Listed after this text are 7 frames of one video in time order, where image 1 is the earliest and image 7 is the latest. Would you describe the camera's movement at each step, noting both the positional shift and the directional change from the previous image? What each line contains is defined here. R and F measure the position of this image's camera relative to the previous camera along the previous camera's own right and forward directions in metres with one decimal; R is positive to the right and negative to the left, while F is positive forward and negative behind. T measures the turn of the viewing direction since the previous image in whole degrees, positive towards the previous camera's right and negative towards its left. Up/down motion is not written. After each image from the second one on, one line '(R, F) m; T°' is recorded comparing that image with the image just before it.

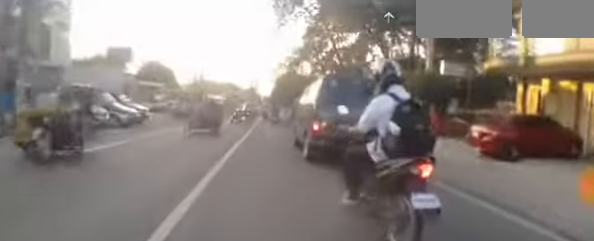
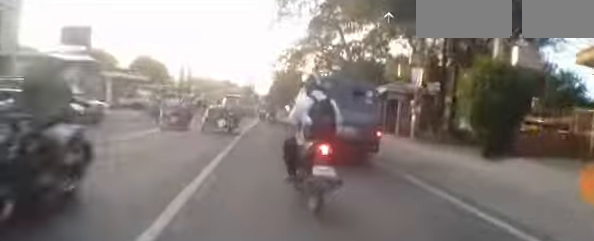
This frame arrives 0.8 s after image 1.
(-0.1, +5.1) m; +3°
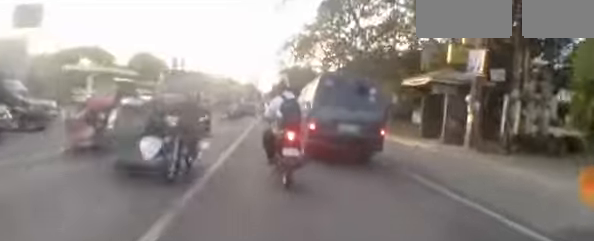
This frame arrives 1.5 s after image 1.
(+0.3, +4.5) m; +3°
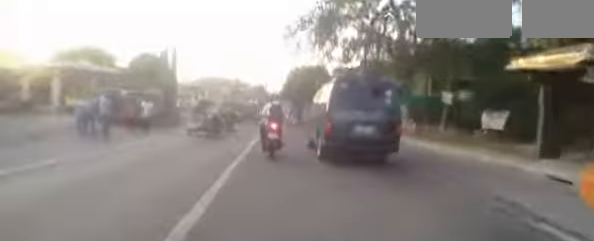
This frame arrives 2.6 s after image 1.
(+0.1, +6.8) m; 0°
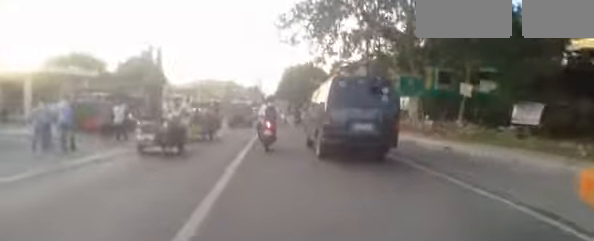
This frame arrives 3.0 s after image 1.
(0.0, +2.7) m; -1°
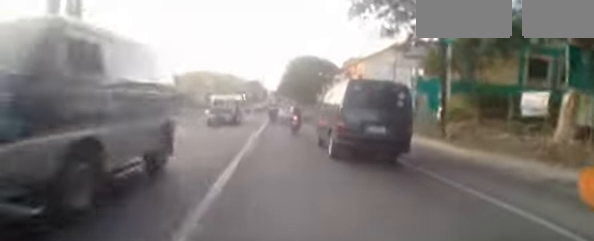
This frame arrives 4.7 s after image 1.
(-0.4, +12.2) m; 0°
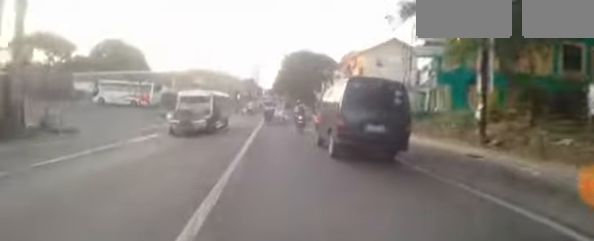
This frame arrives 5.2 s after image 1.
(+0.1, +3.2) m; -1°
